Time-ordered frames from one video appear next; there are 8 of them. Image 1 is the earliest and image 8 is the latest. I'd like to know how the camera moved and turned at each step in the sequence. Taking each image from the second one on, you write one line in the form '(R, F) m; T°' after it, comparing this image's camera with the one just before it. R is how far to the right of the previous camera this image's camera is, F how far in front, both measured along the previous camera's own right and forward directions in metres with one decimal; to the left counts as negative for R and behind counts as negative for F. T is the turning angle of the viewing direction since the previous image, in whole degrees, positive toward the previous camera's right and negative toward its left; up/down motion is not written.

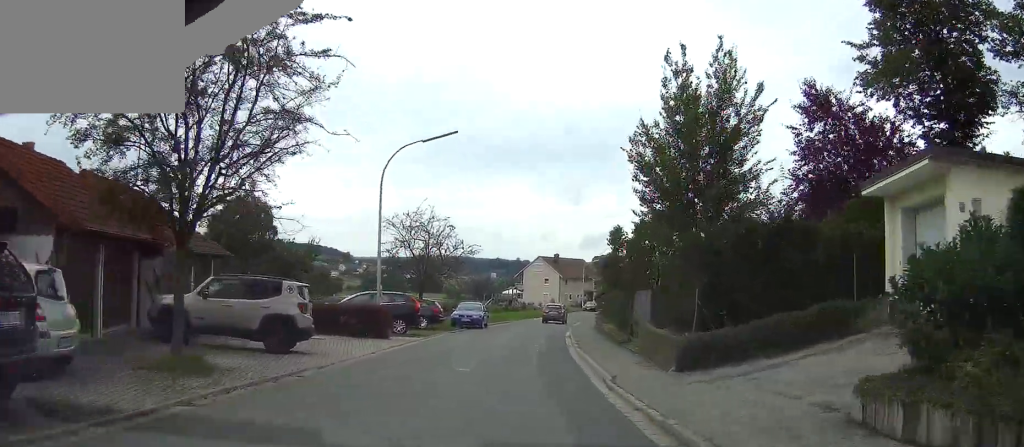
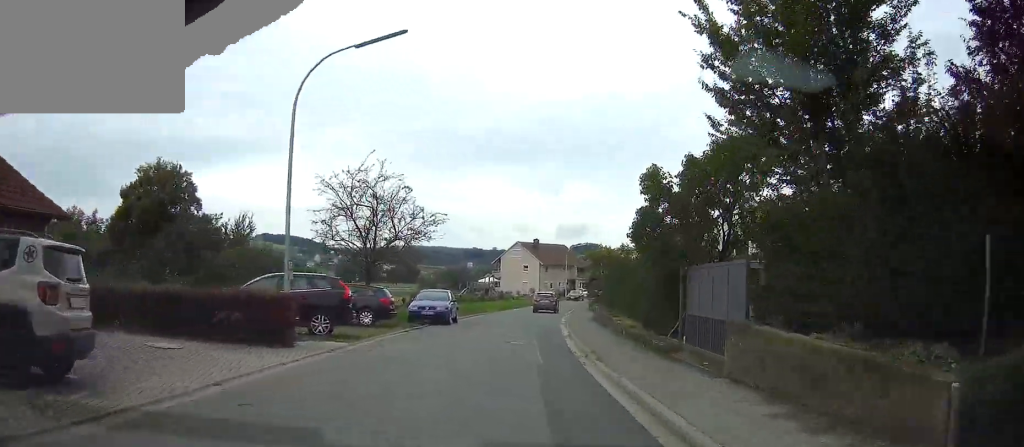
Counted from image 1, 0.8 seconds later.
(0.0, +9.4) m; +1°
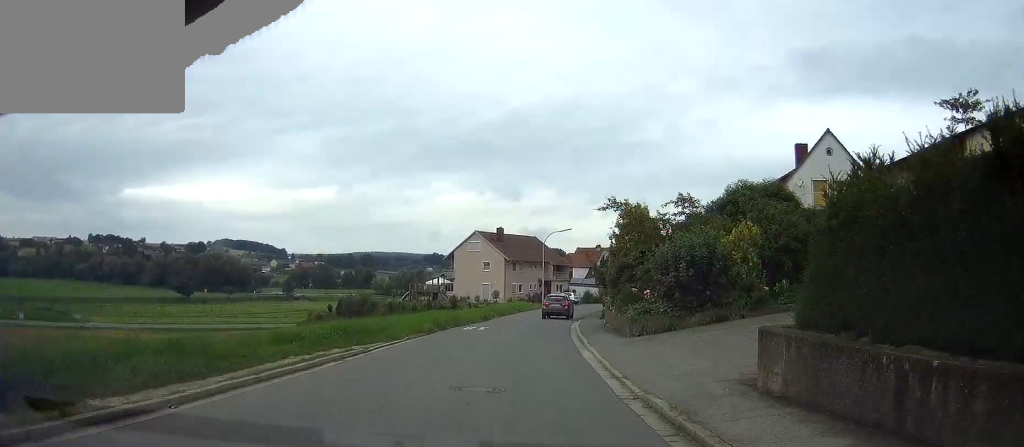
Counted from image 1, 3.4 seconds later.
(+1.2, +28.5) m; +4°
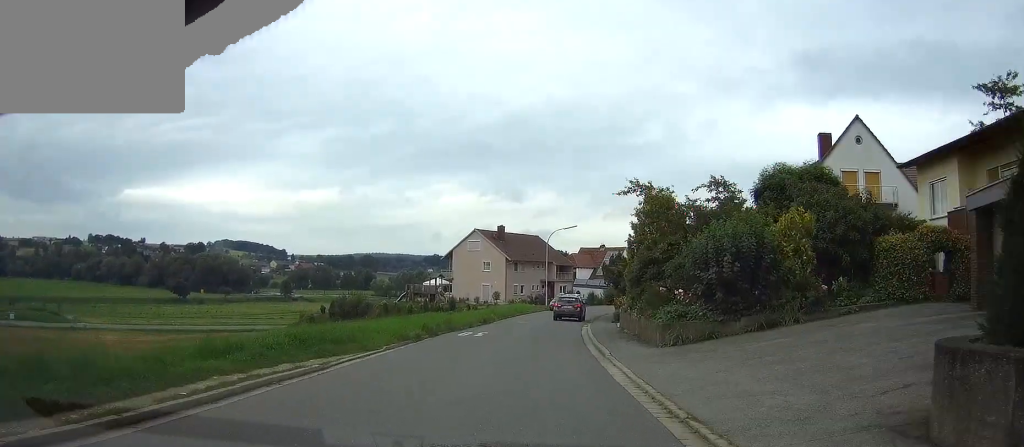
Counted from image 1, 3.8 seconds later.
(0.0, +4.3) m; 0°
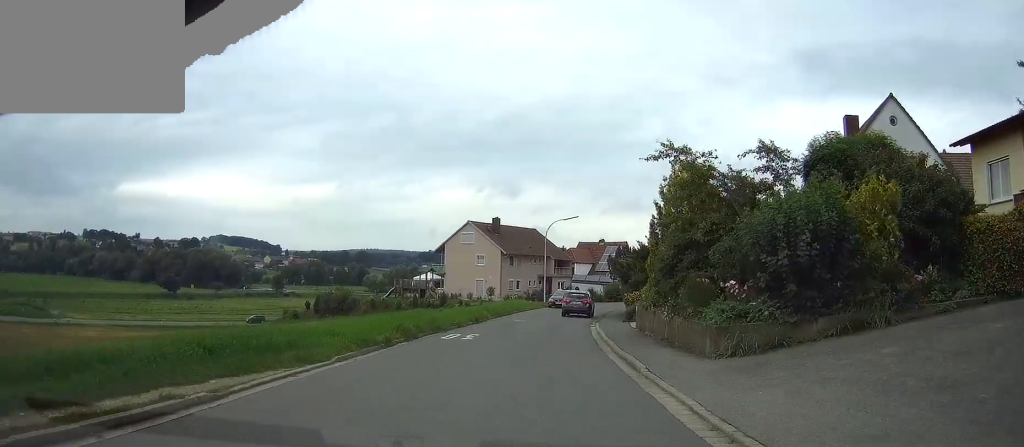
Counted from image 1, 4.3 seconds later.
(0.0, +5.0) m; +1°
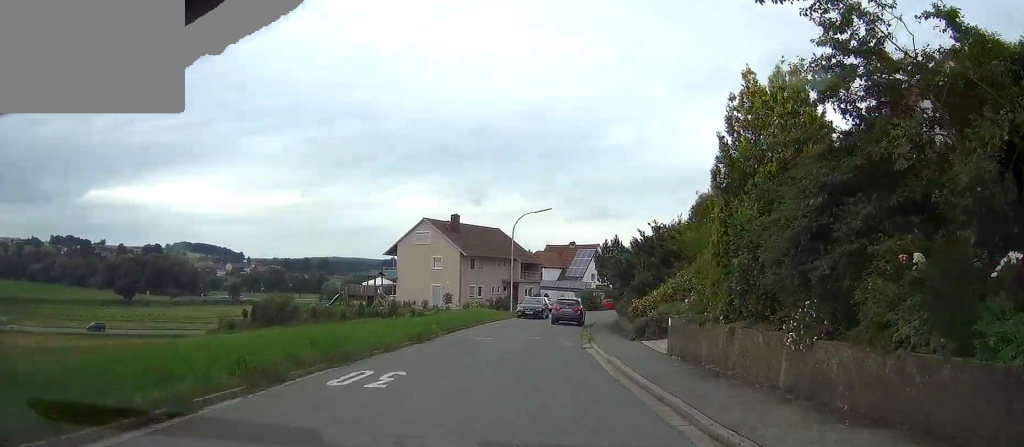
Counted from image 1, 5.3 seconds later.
(+0.1, +10.2) m; +2°
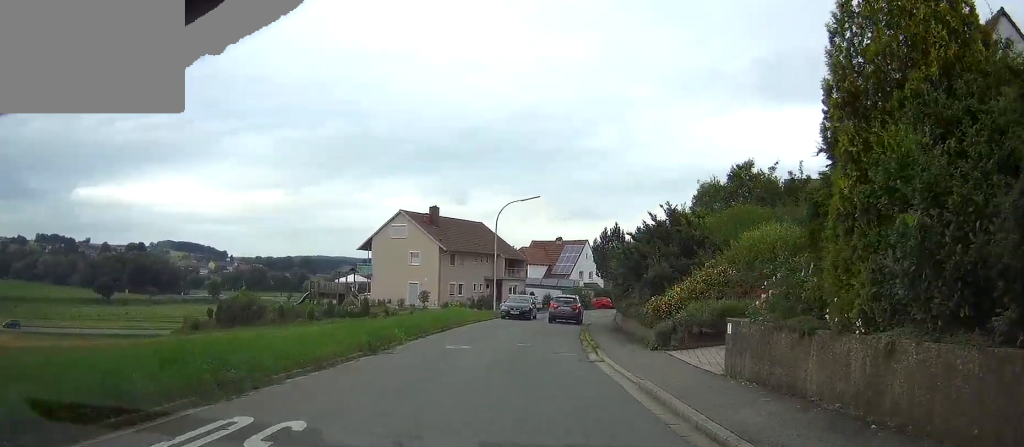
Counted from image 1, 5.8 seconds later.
(0.0, +5.6) m; +1°
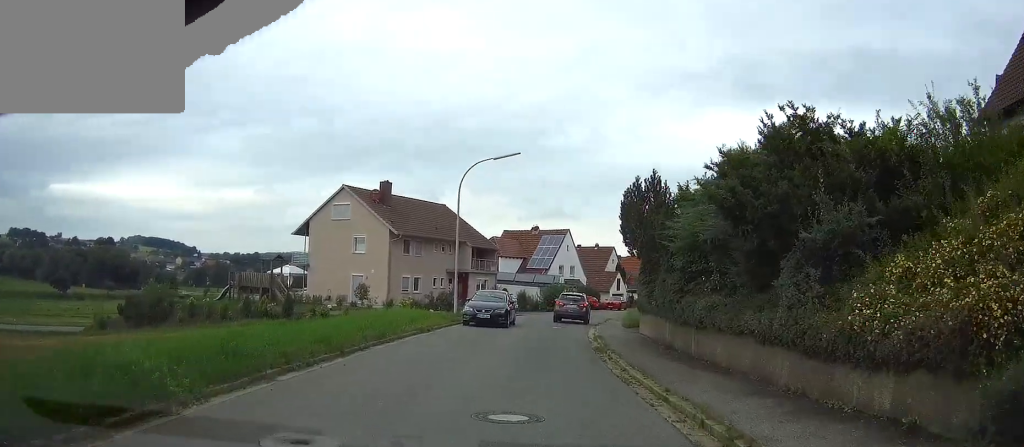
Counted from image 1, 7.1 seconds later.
(+0.4, +13.3) m; +3°
